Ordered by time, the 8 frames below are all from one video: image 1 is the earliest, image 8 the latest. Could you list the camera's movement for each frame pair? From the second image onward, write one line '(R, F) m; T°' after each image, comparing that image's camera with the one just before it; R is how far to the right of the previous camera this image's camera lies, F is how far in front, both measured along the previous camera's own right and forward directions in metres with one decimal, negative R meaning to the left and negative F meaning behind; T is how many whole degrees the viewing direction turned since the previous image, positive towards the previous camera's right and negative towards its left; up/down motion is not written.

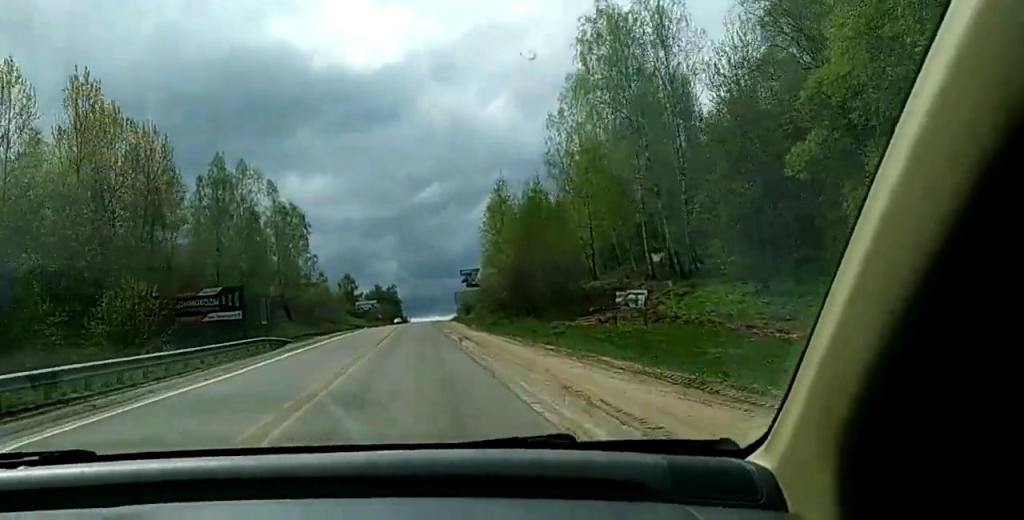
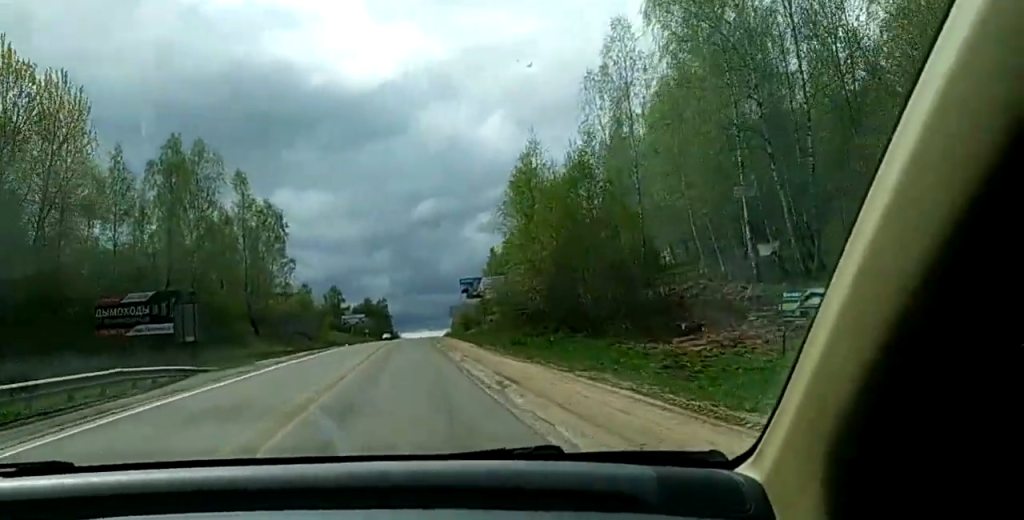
(-0.4, +19.0) m; -1°
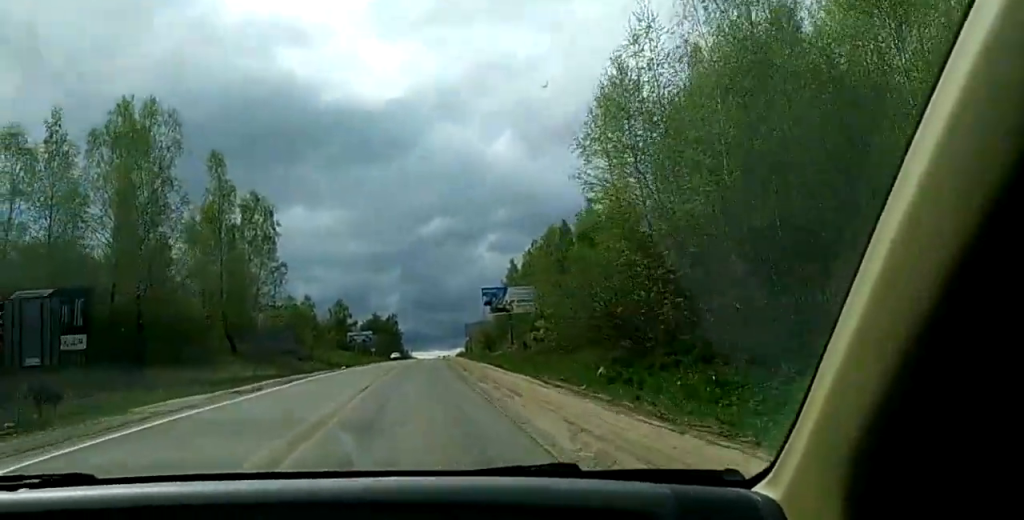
(-0.1, +19.3) m; 0°
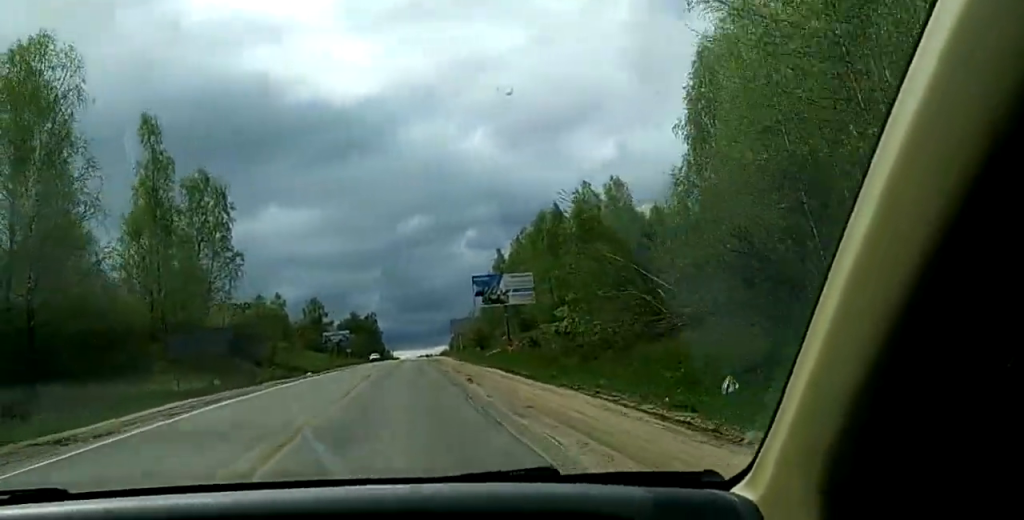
(+0.1, +13.2) m; 0°
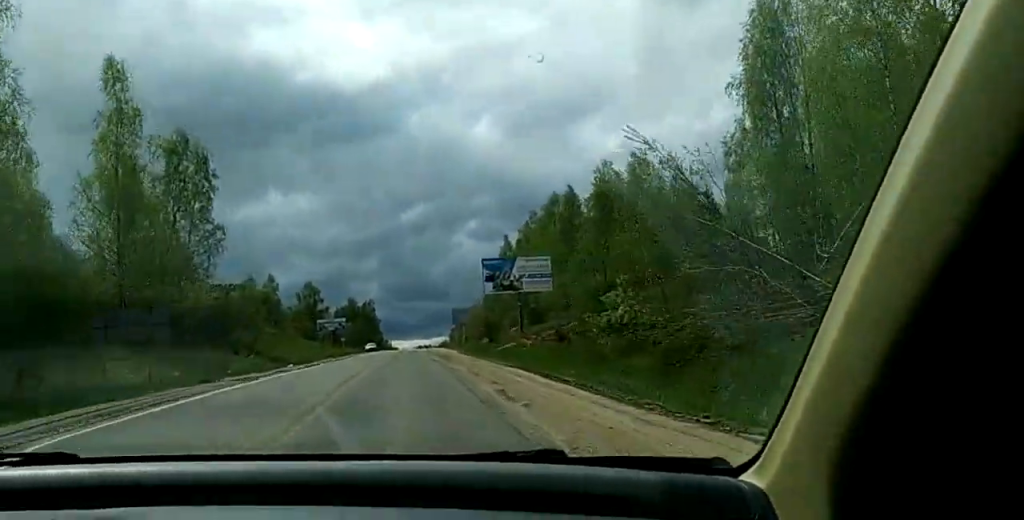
(0.0, +9.7) m; 0°
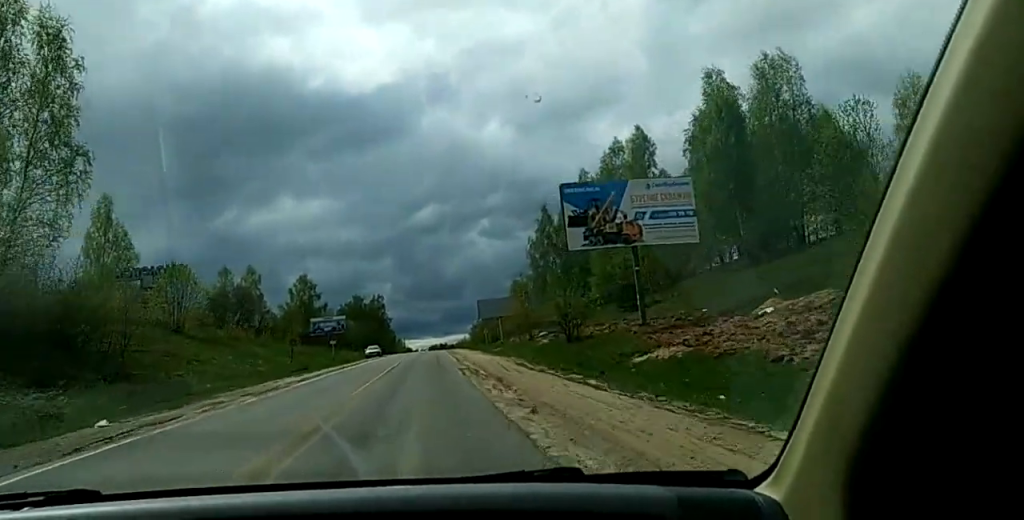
(+0.4, +35.5) m; +1°
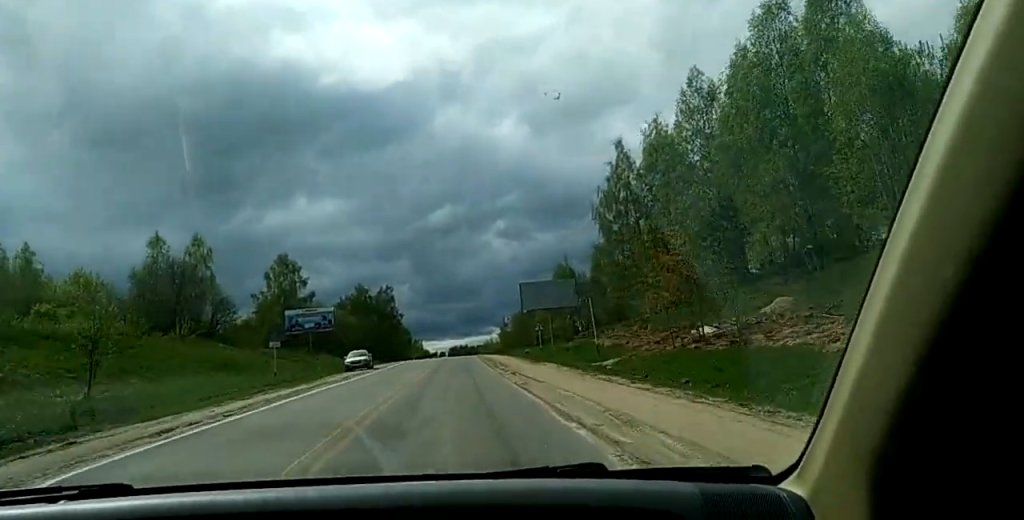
(+0.3, +42.6) m; -1°
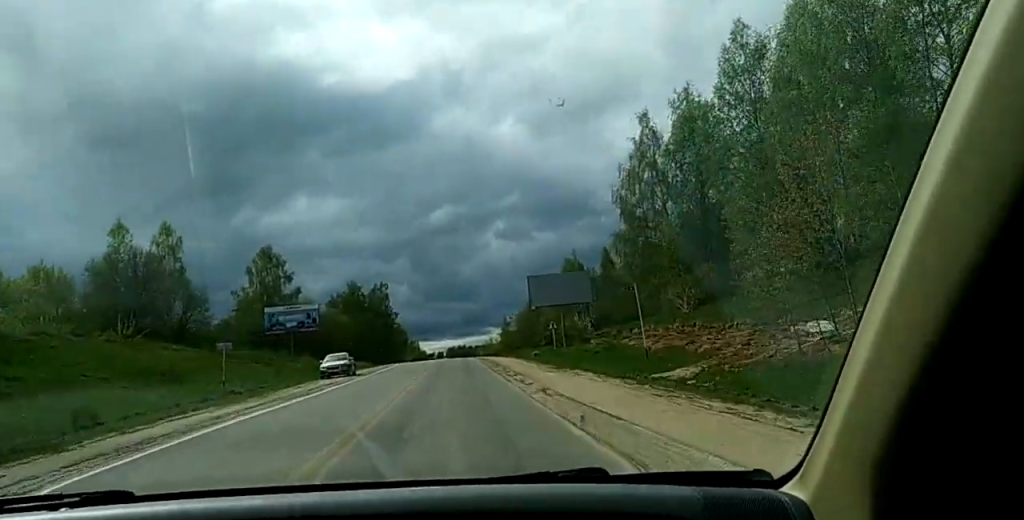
(-0.4, +11.0) m; 0°
